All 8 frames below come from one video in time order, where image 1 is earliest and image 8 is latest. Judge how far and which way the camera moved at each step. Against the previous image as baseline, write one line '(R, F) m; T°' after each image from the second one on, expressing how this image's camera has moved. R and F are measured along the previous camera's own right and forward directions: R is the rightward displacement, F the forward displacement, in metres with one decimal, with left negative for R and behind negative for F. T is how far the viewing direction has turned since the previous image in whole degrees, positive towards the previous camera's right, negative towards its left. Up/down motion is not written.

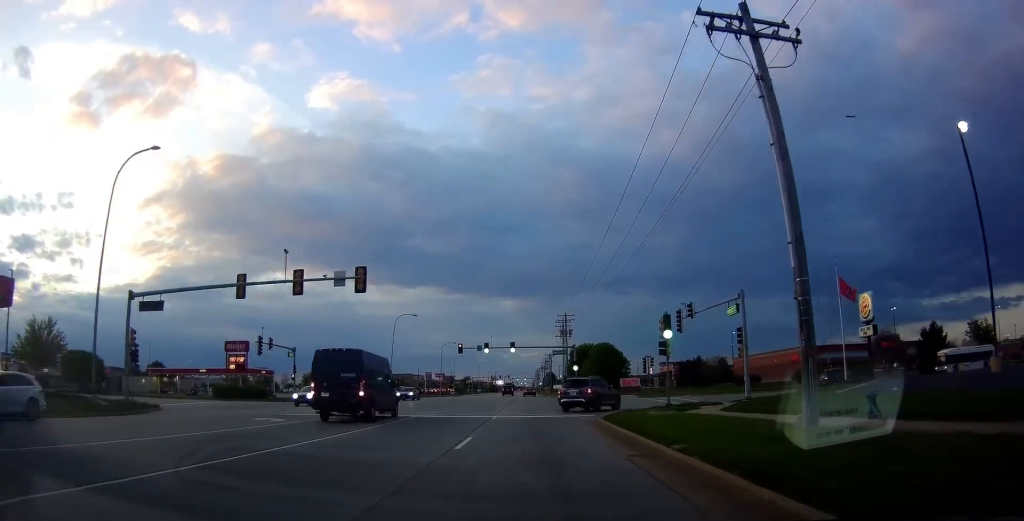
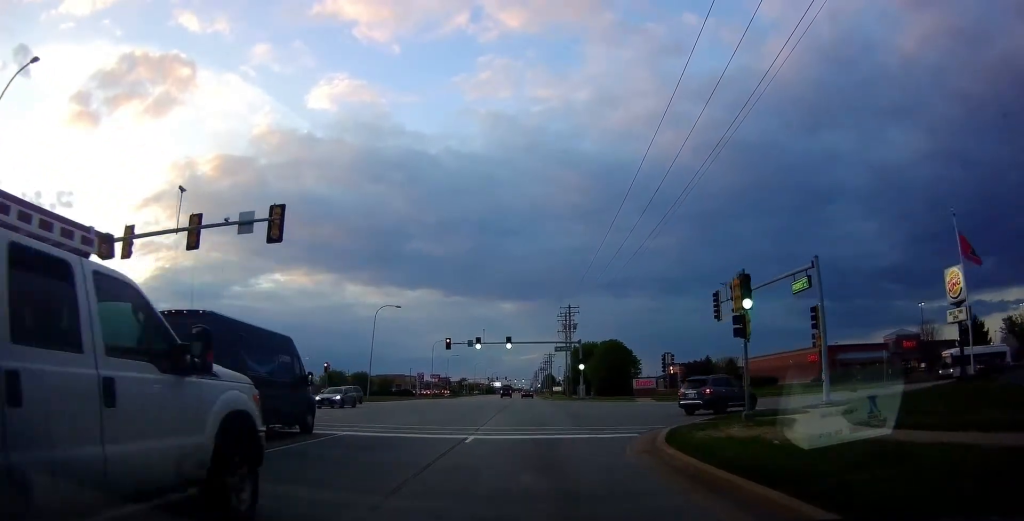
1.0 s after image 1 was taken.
(0.0, +10.4) m; 0°
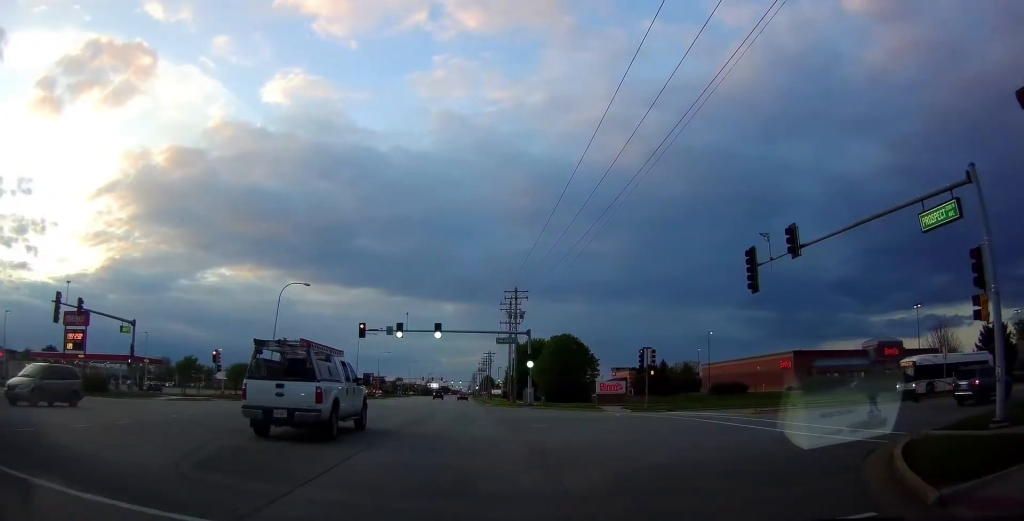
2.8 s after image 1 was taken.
(+0.1, +15.0) m; +5°
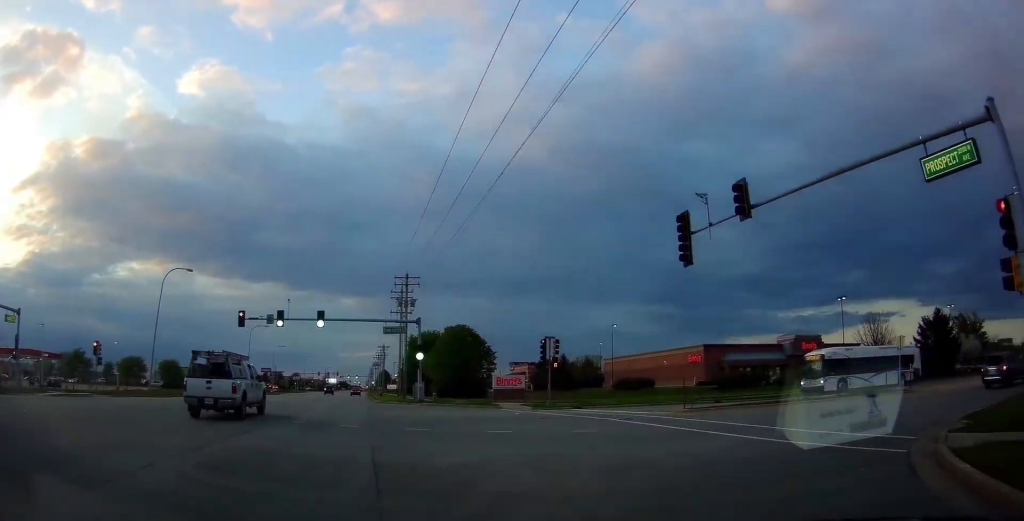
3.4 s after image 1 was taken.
(+0.2, +4.8) m; +11°
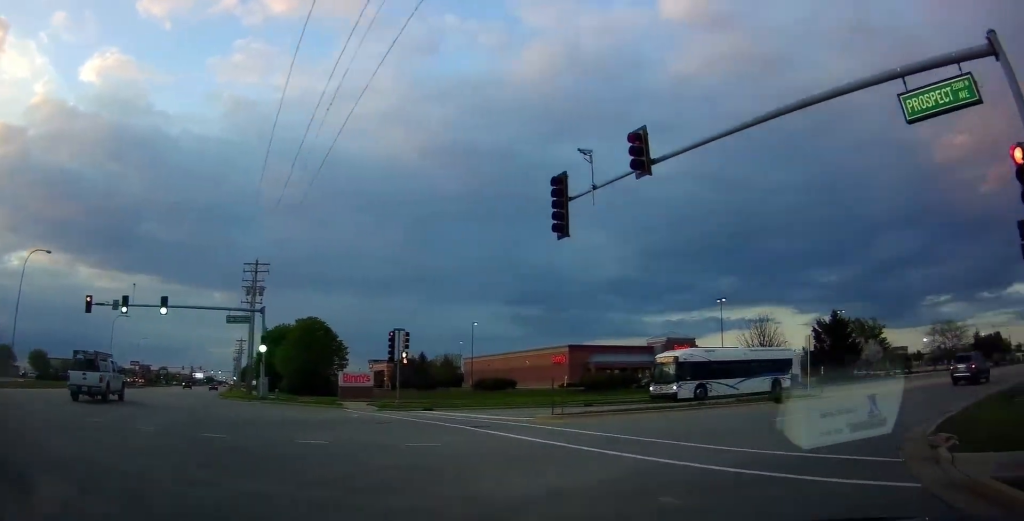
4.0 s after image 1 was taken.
(+0.5, +4.6) m; +14°
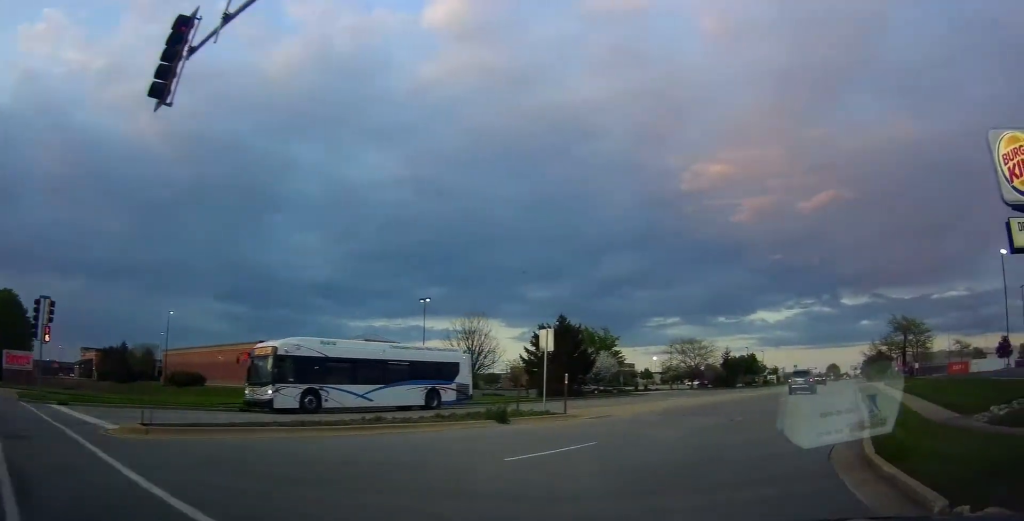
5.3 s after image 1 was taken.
(+2.6, +8.3) m; +34°
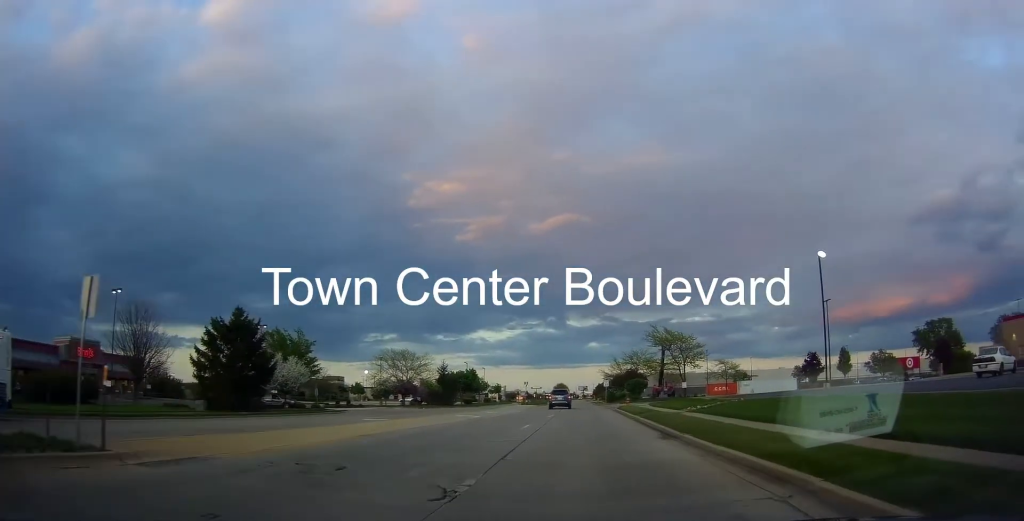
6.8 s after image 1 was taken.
(+2.8, +9.8) m; +24°
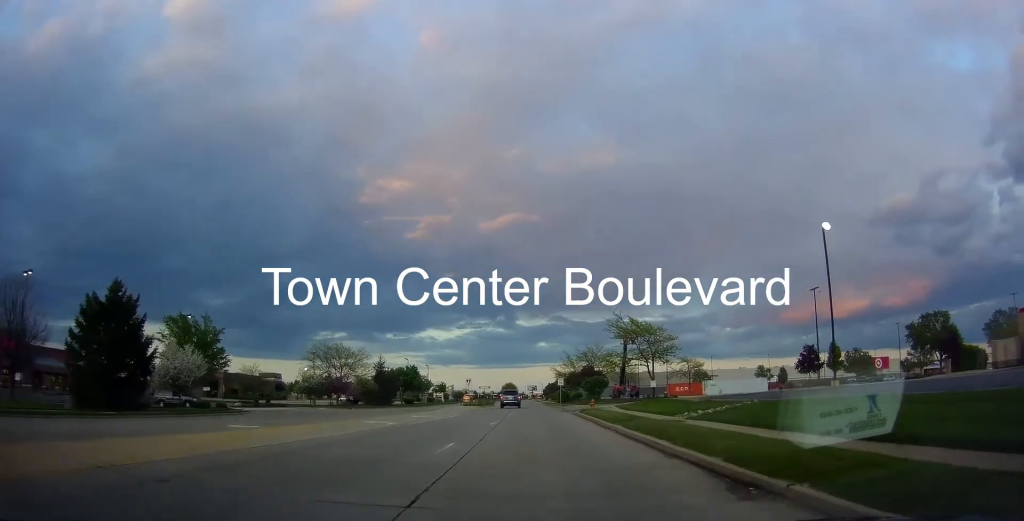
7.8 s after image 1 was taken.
(+0.4, +8.4) m; +3°
